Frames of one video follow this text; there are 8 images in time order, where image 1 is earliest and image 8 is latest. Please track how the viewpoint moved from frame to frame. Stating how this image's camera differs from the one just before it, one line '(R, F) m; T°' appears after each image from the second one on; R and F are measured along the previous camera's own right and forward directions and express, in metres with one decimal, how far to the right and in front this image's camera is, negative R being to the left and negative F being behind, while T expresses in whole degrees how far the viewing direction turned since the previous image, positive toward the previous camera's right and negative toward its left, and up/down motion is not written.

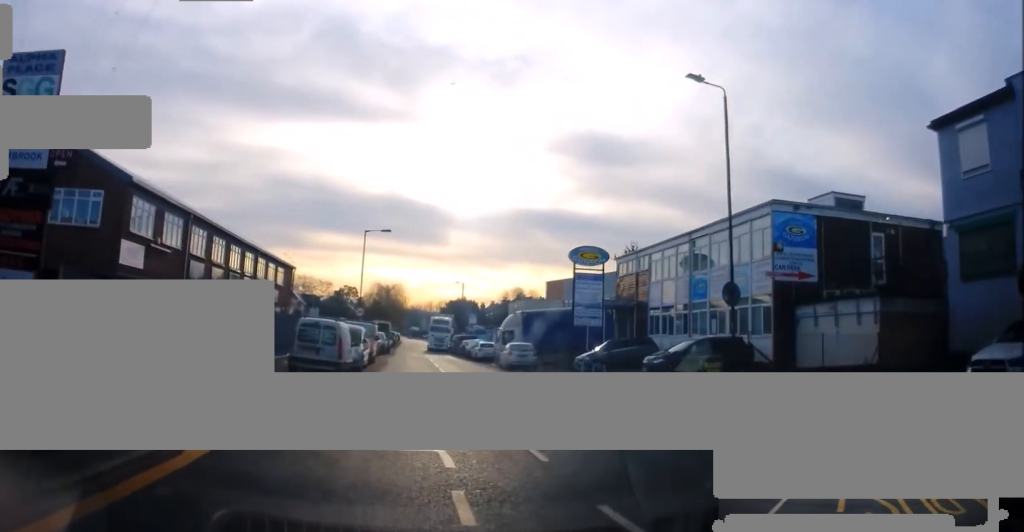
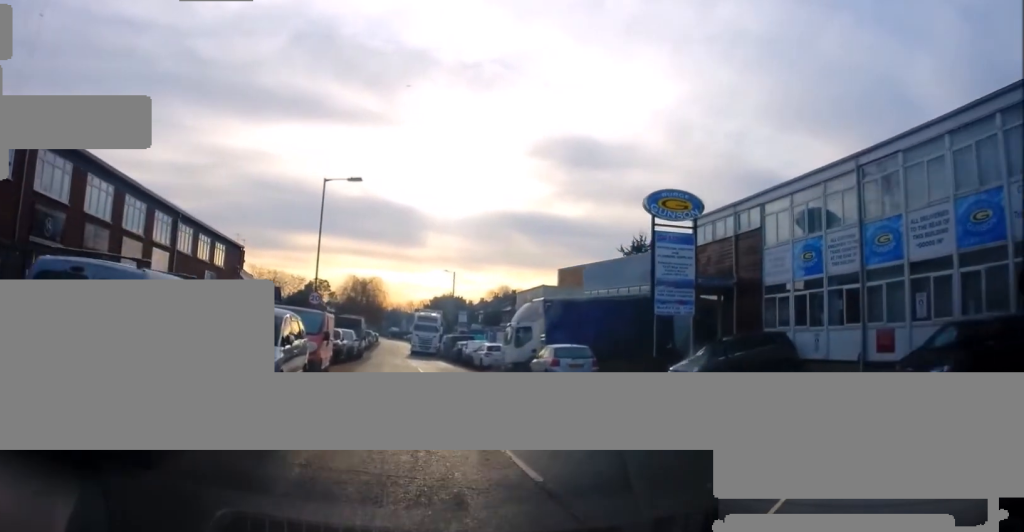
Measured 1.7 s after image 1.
(0.0, +13.5) m; 0°
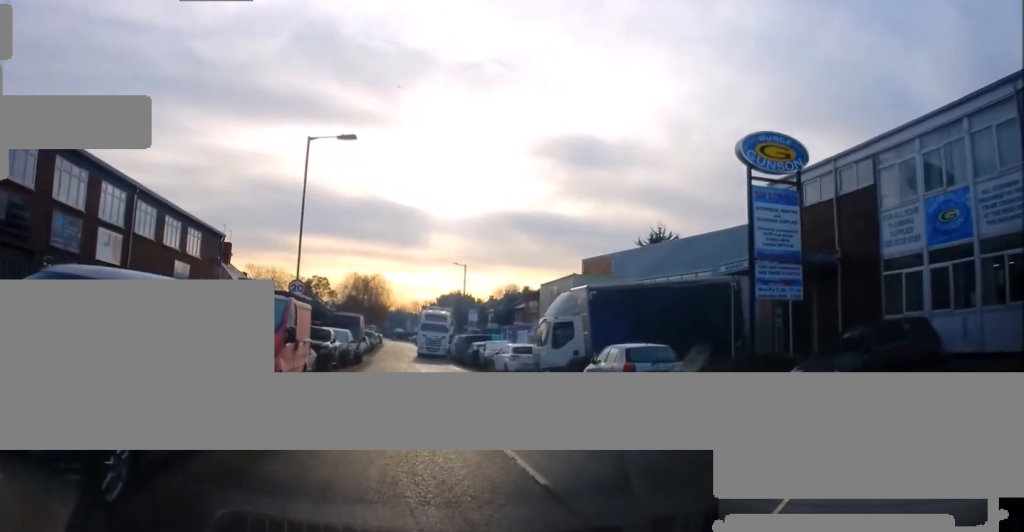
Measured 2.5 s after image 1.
(0.0, +6.2) m; 0°
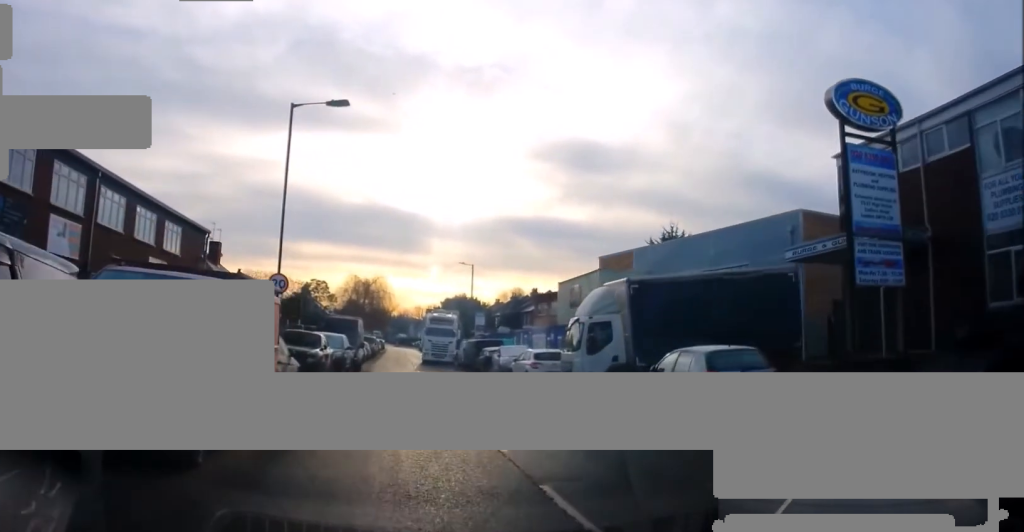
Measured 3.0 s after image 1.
(0.0, +4.1) m; 0°
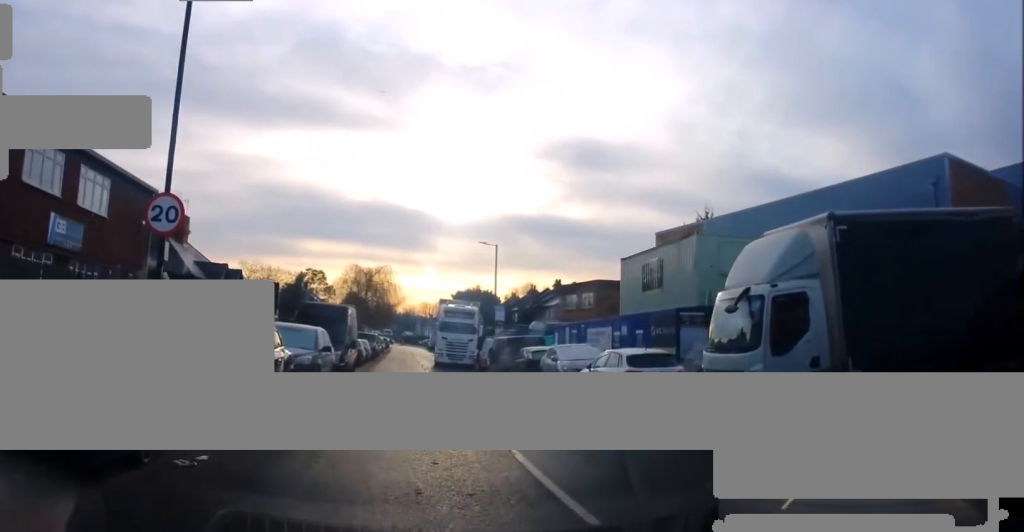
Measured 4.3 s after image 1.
(0.0, +9.6) m; +2°
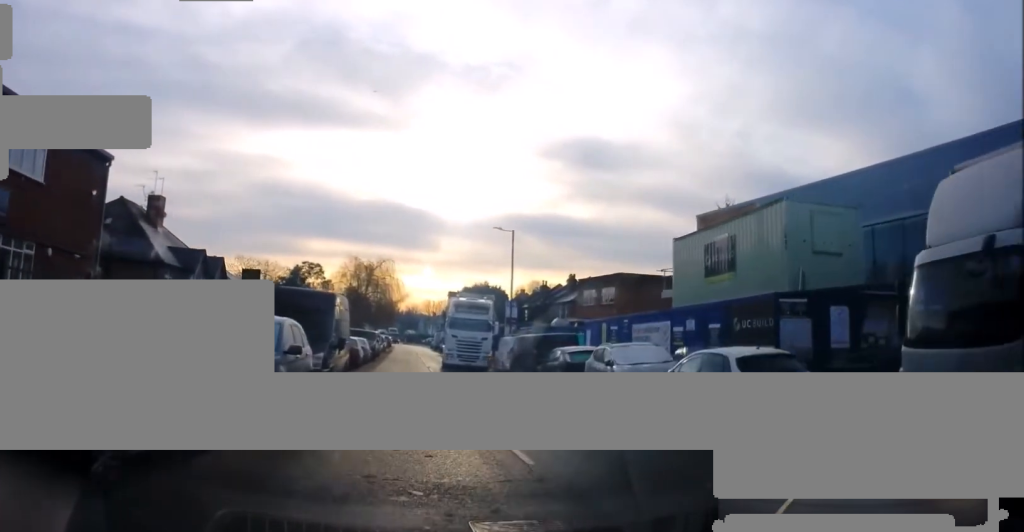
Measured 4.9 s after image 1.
(+0.1, +4.8) m; +1°
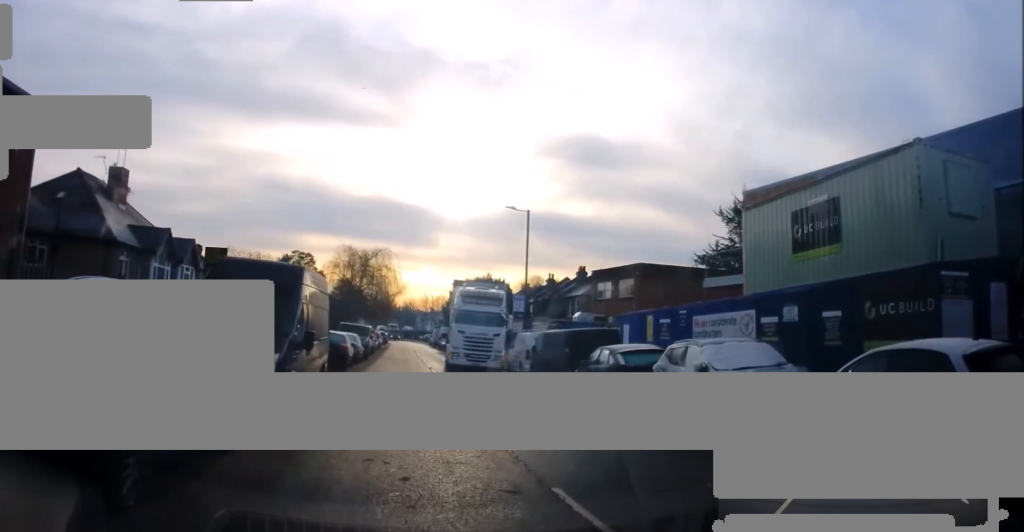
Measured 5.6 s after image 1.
(+0.1, +5.0) m; 0°
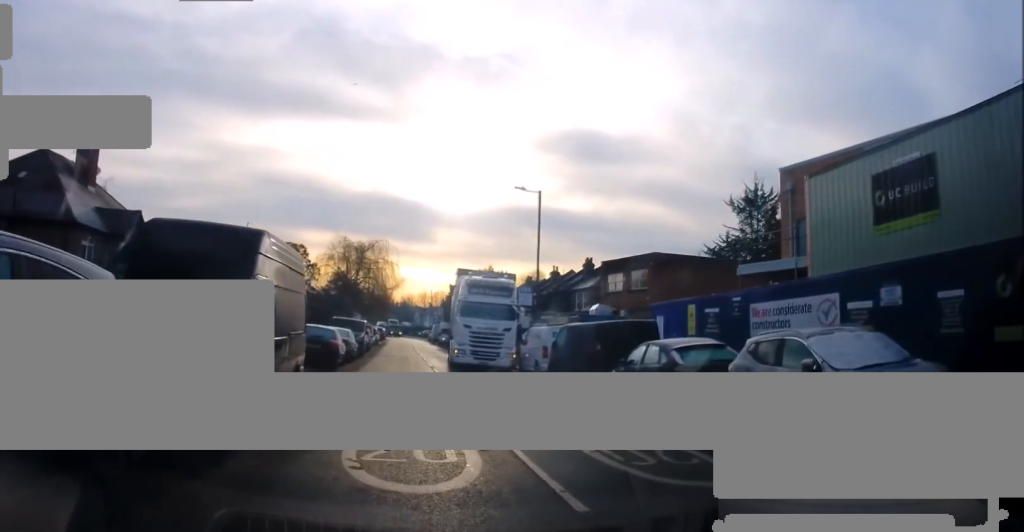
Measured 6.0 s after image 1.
(-0.1, +3.1) m; 0°
